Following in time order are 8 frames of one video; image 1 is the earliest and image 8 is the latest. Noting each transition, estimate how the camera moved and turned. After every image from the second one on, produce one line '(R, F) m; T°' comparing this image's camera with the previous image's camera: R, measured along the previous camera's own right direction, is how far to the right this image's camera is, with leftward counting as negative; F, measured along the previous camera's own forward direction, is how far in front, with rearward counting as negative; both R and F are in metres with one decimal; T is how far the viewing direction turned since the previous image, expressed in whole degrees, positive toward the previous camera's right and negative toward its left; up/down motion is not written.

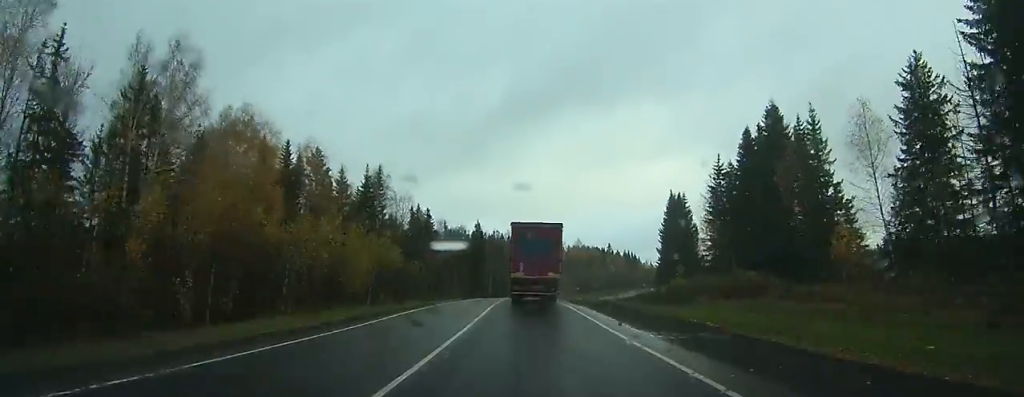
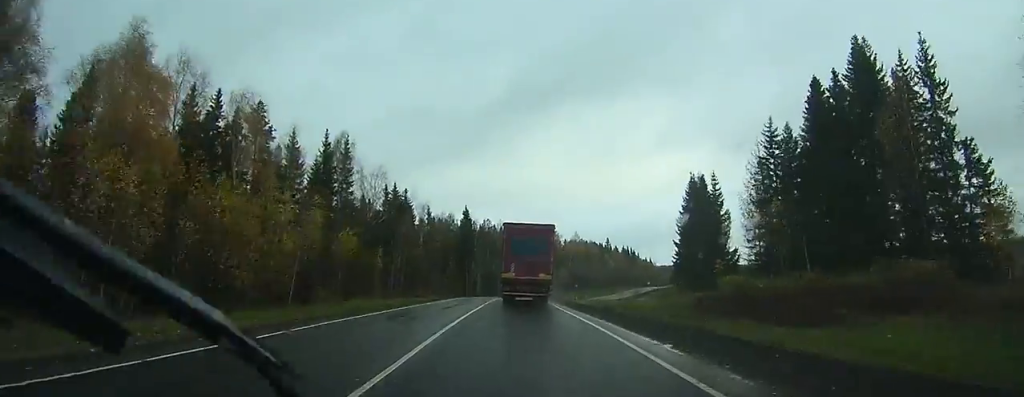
(0.0, +17.1) m; 0°
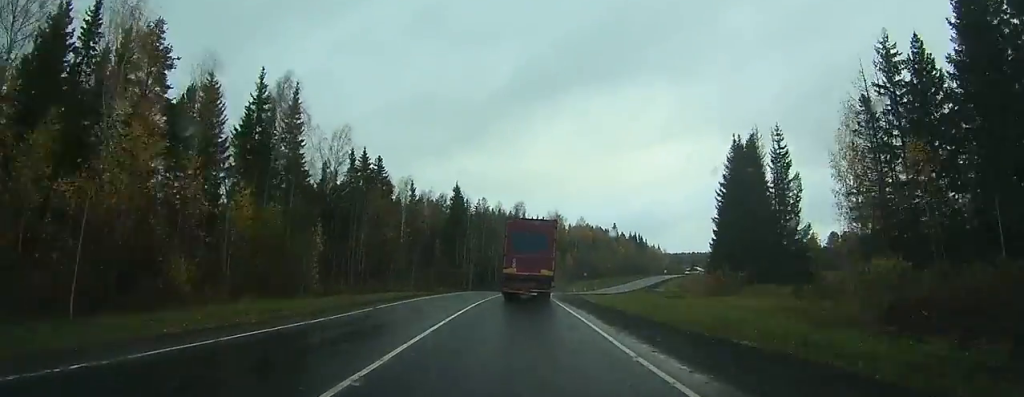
(+0.1, +19.7) m; +1°
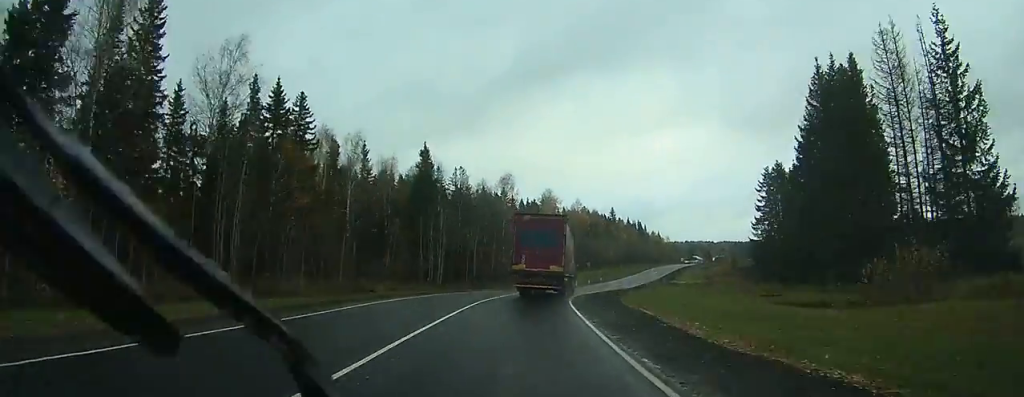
(+0.2, +26.5) m; +2°
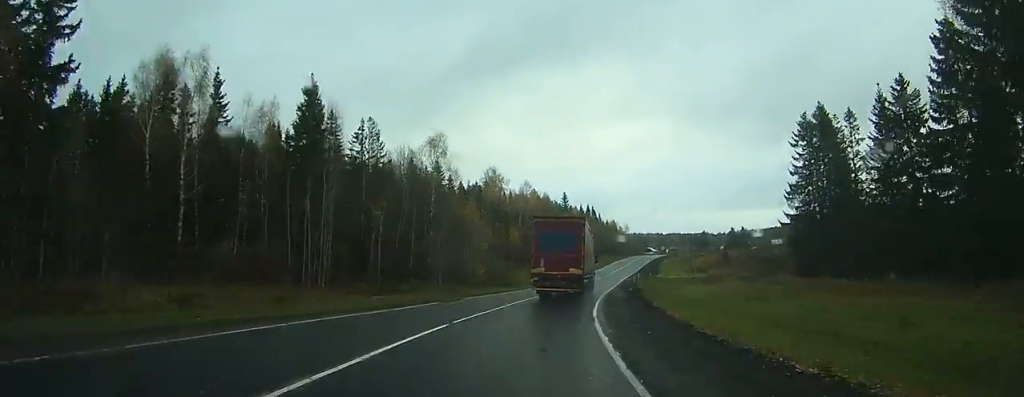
(+0.7, +29.1) m; +4°
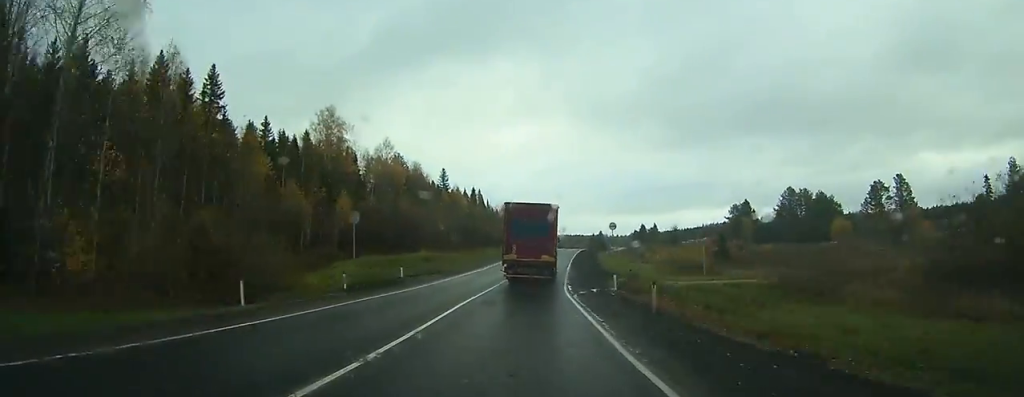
(+4.8, +53.7) m; +9°
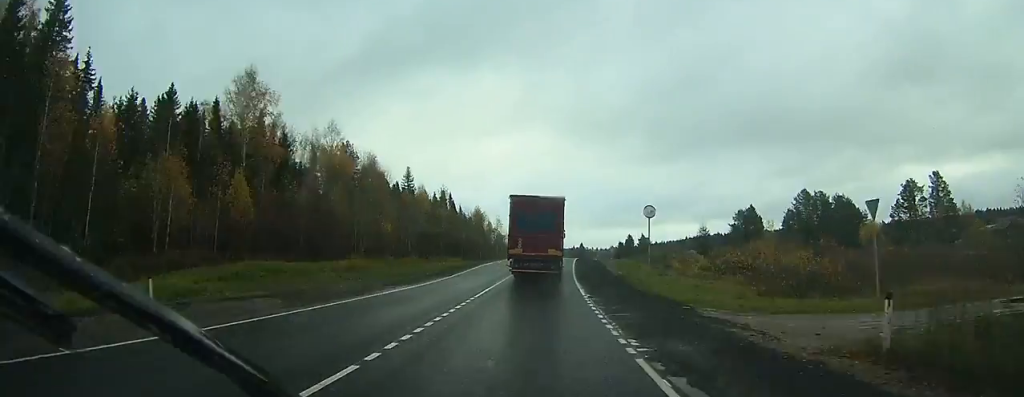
(+0.7, +23.5) m; +3°
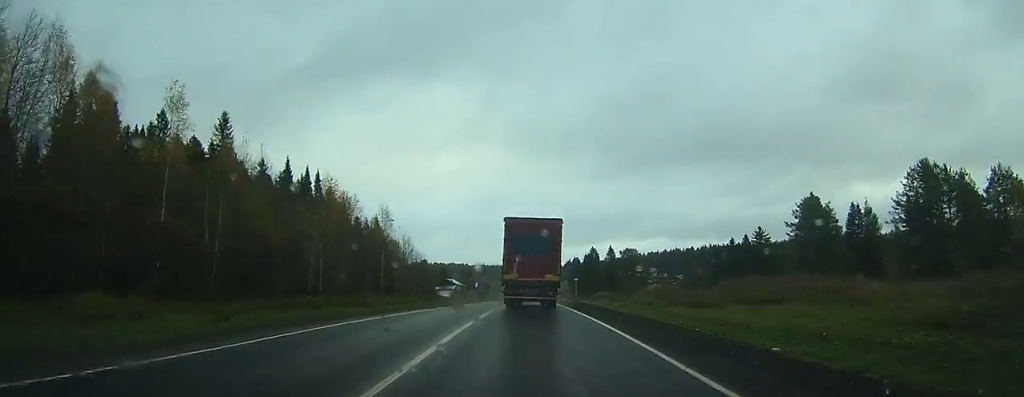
(+4.4, +73.7) m; +6°
